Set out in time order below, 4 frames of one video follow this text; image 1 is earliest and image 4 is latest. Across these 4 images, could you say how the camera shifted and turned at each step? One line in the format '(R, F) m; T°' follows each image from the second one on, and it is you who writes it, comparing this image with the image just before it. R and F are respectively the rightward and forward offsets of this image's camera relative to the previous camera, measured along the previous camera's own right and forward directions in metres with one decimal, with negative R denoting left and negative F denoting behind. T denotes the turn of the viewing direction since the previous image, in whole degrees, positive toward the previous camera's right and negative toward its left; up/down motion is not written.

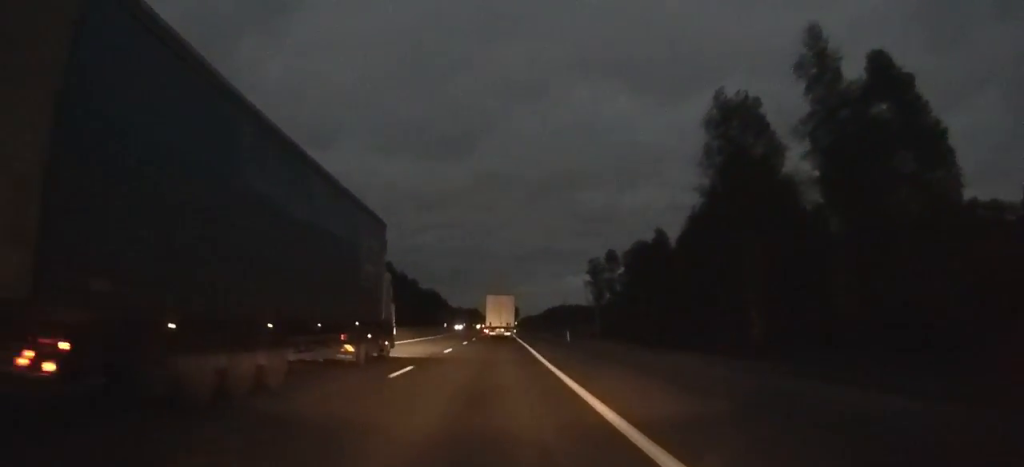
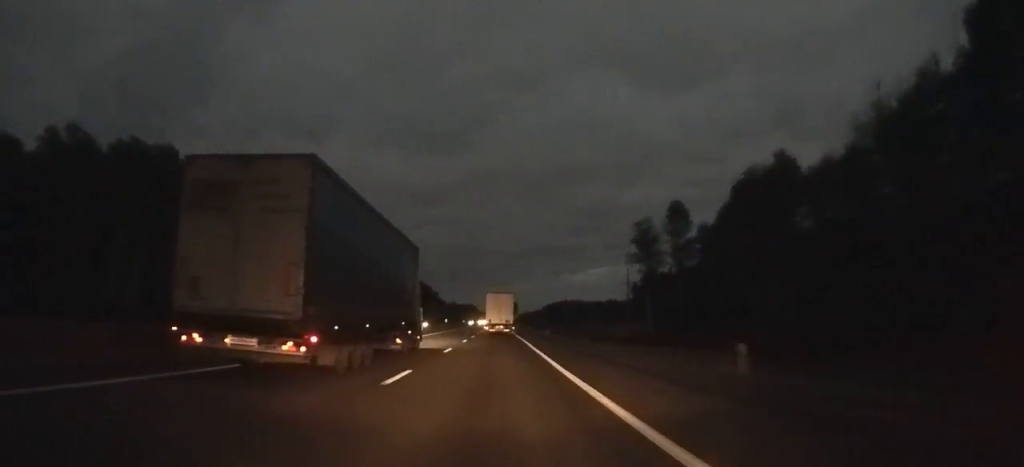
(0.0, +37.7) m; 0°
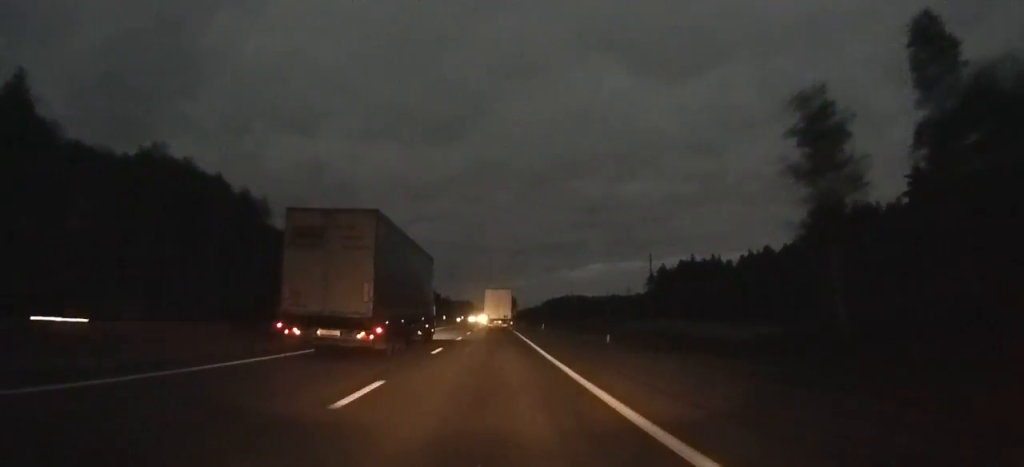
(-0.1, +39.1) m; 0°
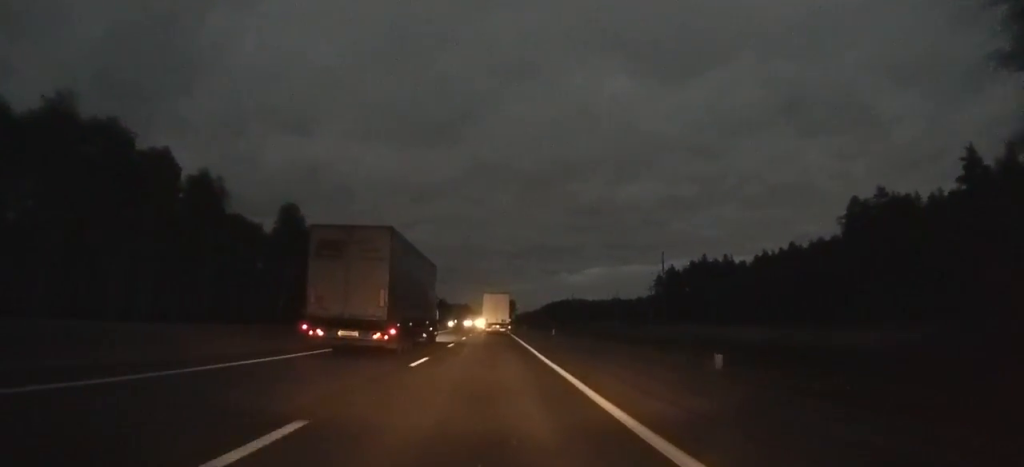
(-0.1, +16.2) m; 0°
